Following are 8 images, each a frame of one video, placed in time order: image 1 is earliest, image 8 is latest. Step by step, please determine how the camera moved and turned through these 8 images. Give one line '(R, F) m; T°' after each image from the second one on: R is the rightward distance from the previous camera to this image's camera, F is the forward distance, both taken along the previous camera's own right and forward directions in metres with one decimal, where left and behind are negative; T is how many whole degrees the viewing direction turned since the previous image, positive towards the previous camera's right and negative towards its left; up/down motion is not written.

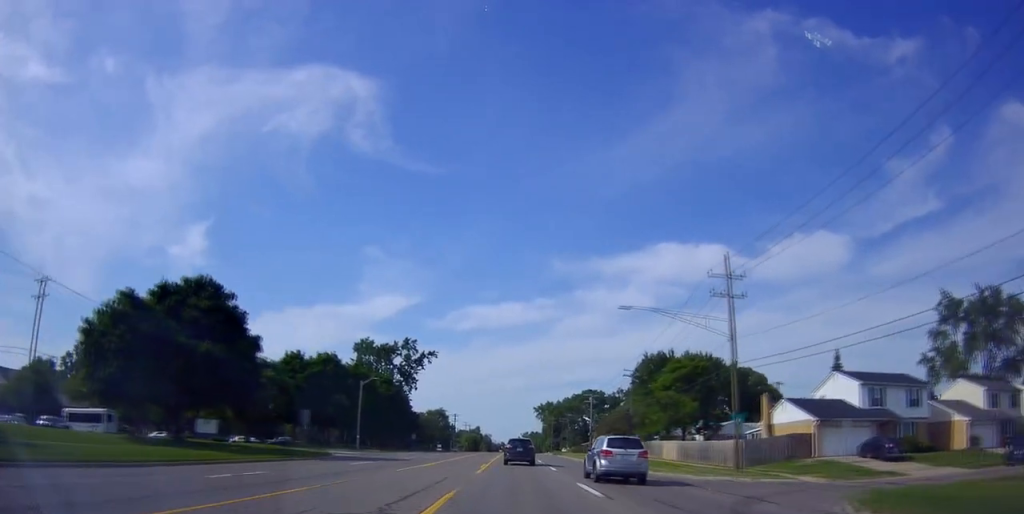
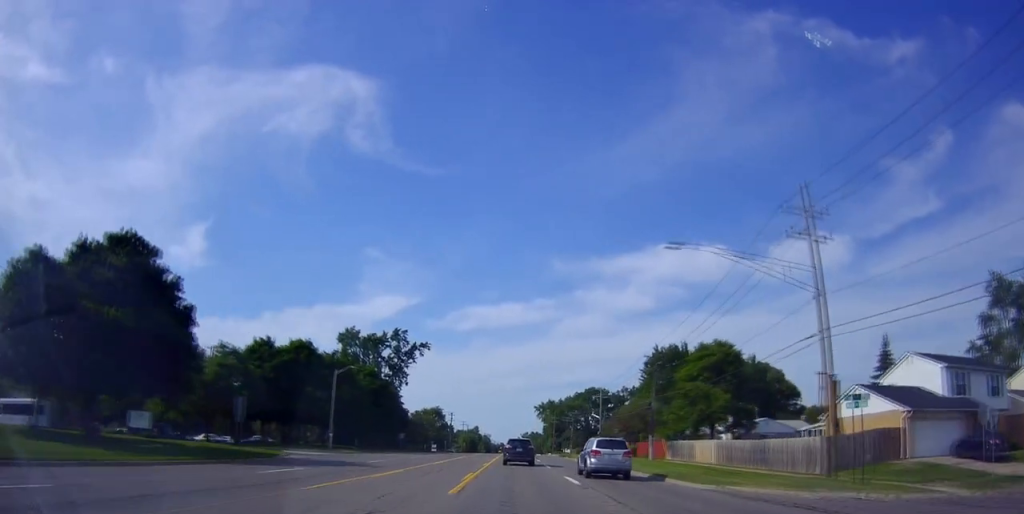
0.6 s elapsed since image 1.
(+0.3, +11.2) m; -1°
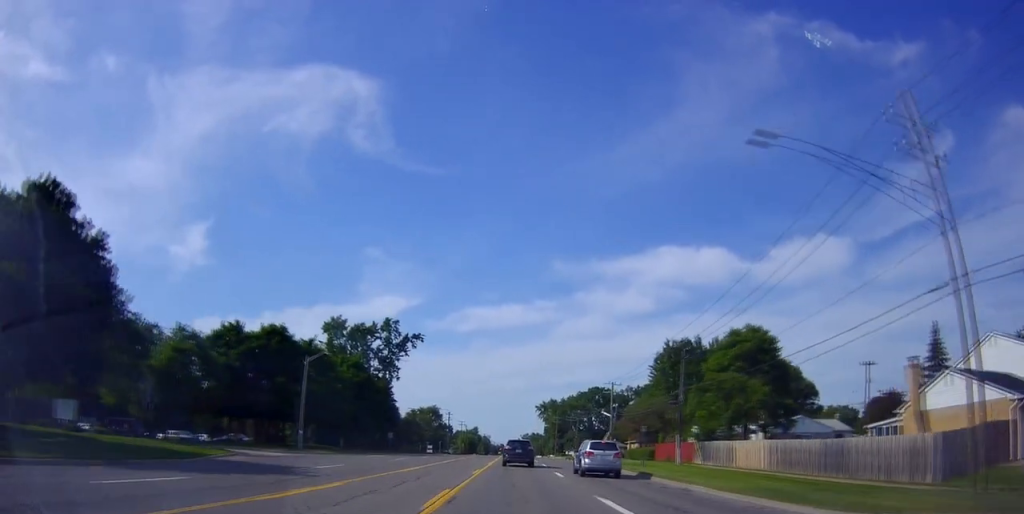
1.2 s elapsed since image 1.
(-0.4, +9.7) m; -1°
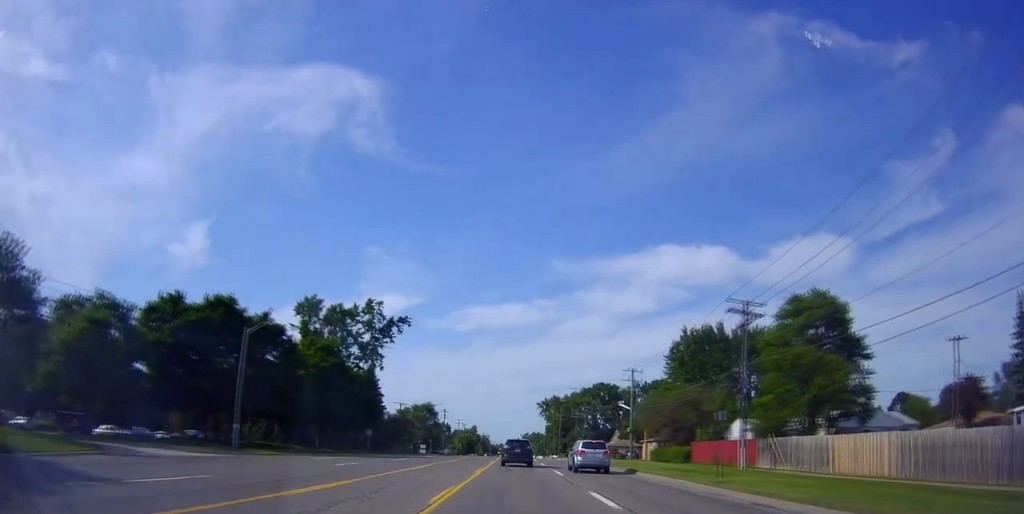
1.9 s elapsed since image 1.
(-0.3, +13.8) m; -1°
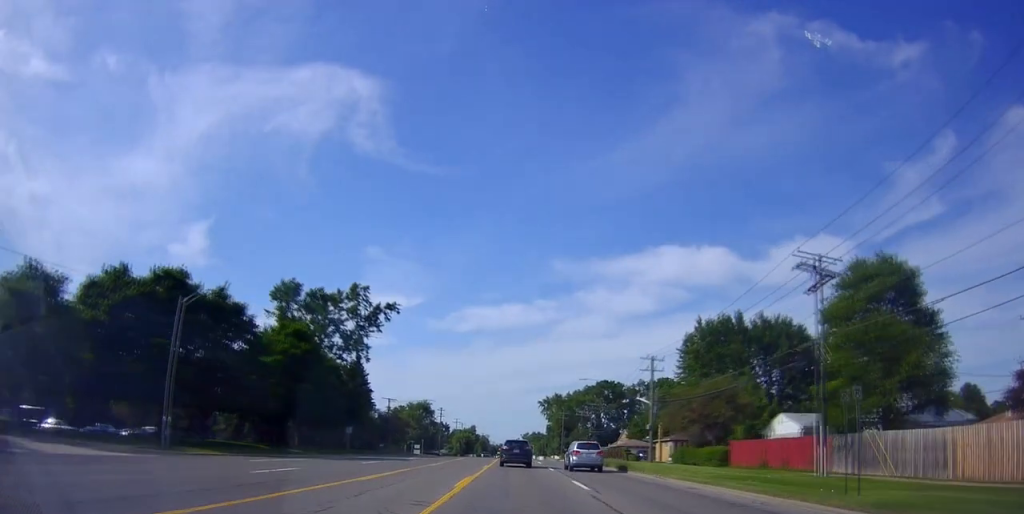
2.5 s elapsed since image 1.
(-0.1, +9.5) m; +1°
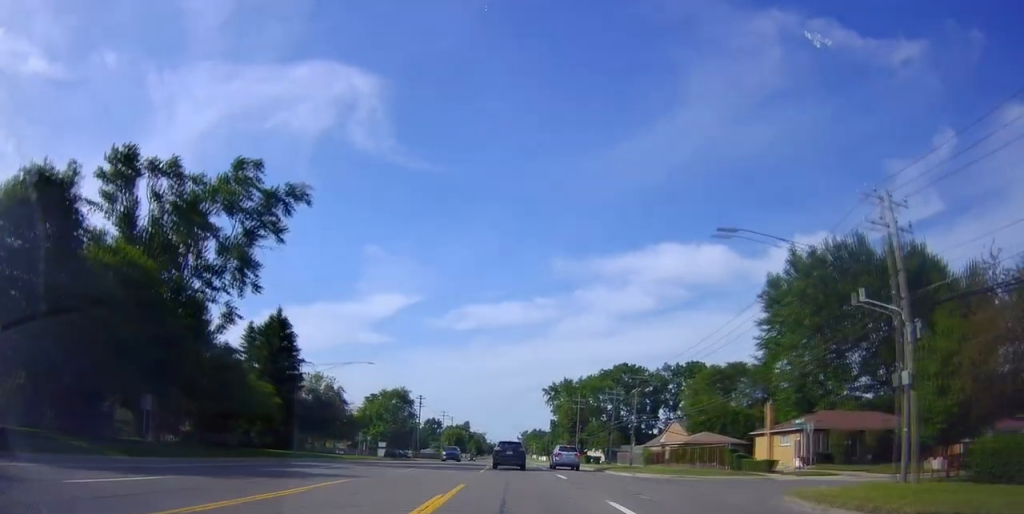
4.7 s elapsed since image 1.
(+1.0, +39.3) m; +2°
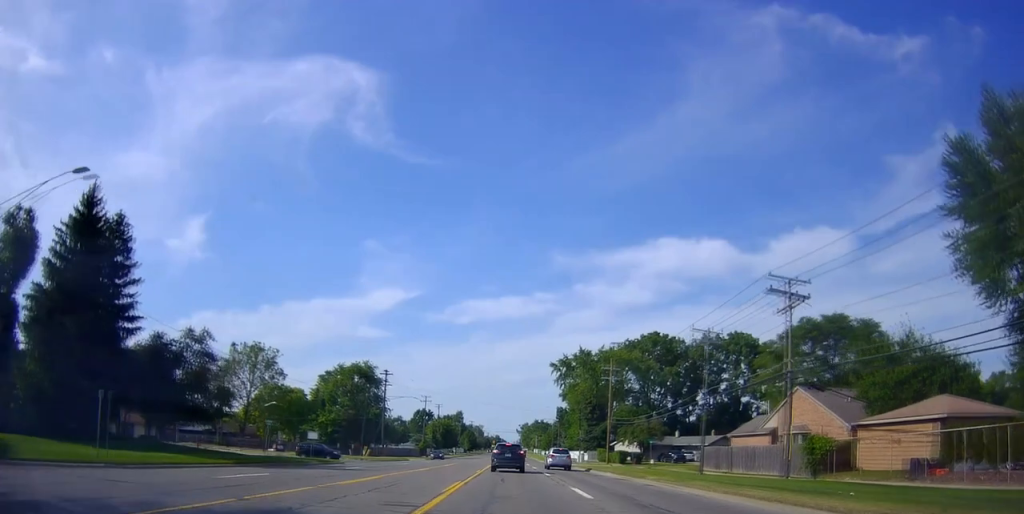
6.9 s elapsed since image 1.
(-0.7, +39.1) m; -1°
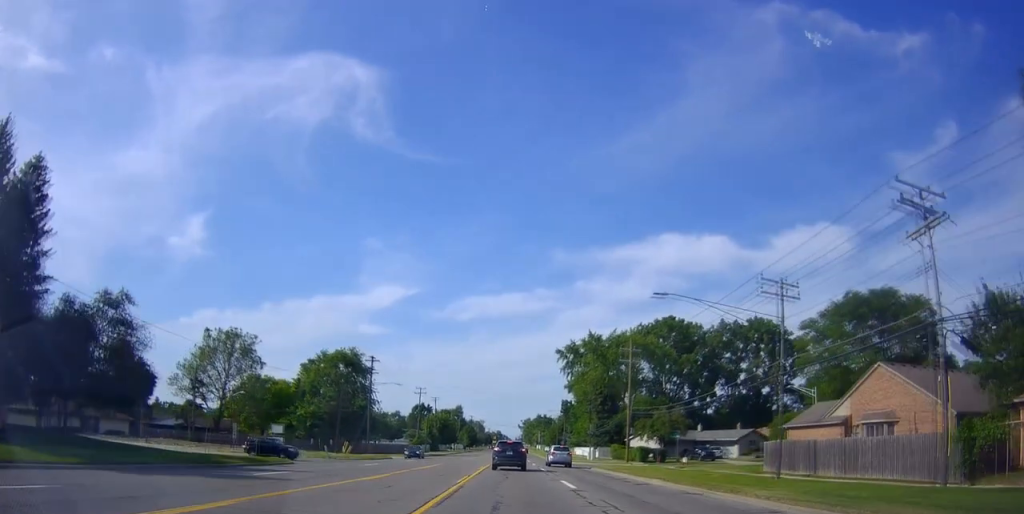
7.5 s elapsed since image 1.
(+0.5, +12.0) m; 0°
